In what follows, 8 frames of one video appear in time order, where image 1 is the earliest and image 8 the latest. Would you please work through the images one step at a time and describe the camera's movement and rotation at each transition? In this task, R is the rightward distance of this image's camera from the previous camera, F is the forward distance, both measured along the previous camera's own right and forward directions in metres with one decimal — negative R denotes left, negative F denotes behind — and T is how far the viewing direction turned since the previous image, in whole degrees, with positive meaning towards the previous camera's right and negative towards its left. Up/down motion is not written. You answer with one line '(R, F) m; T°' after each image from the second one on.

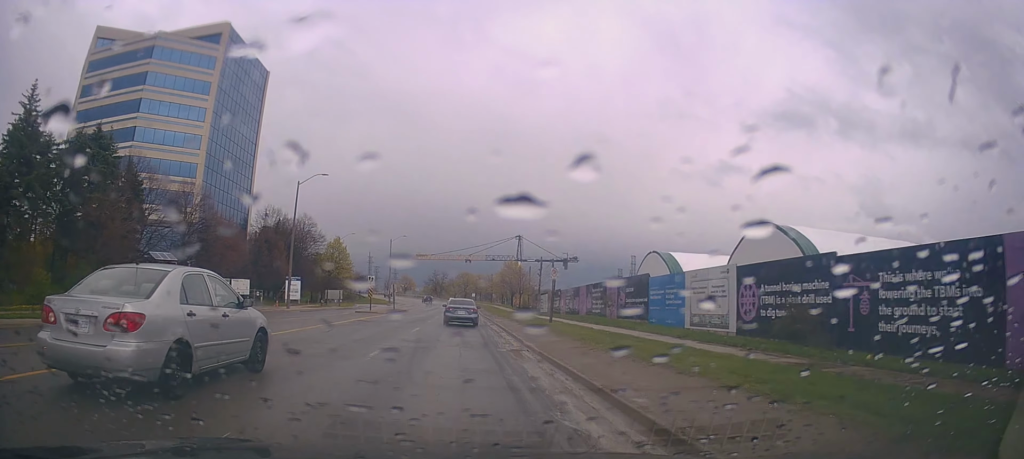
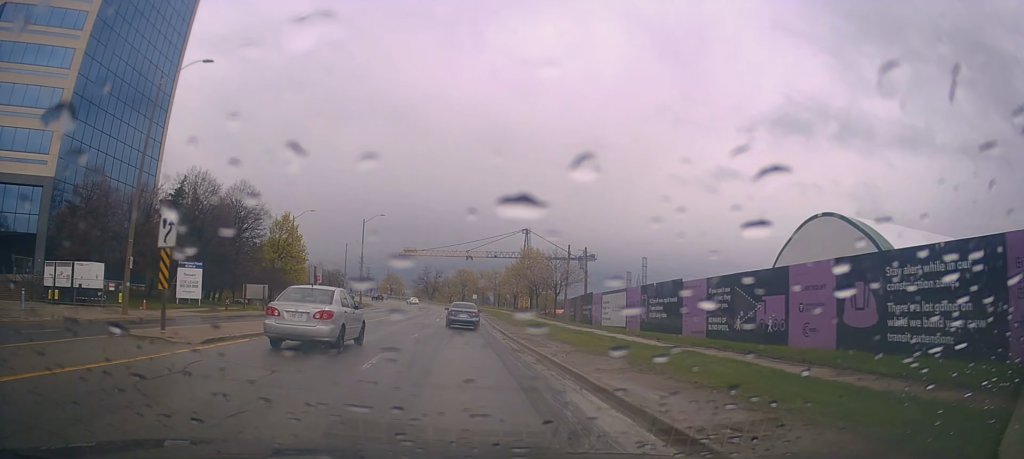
(-0.2, +30.8) m; 0°
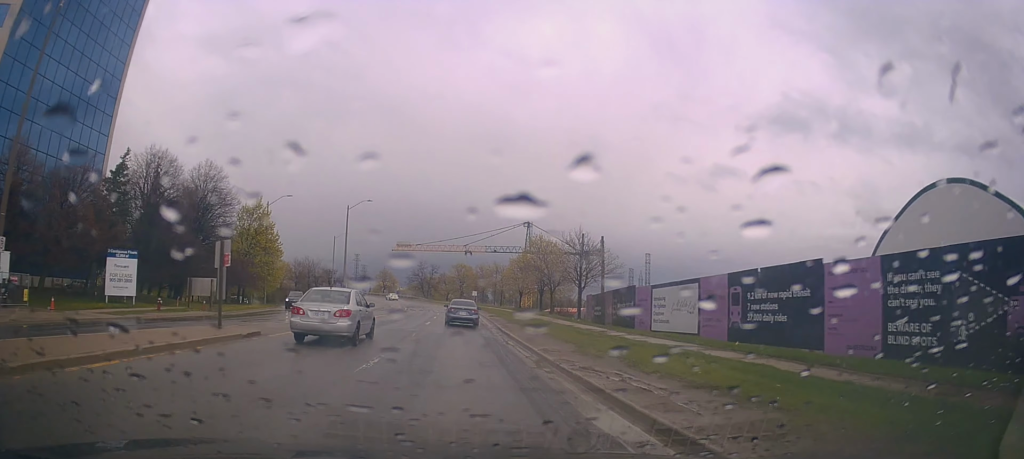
(+0.1, +10.3) m; 0°
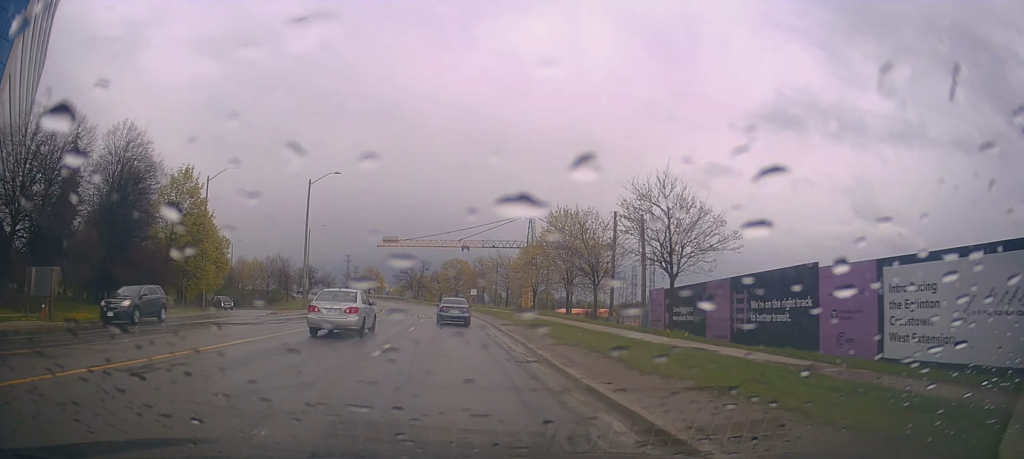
(+0.1, +17.1) m; 0°
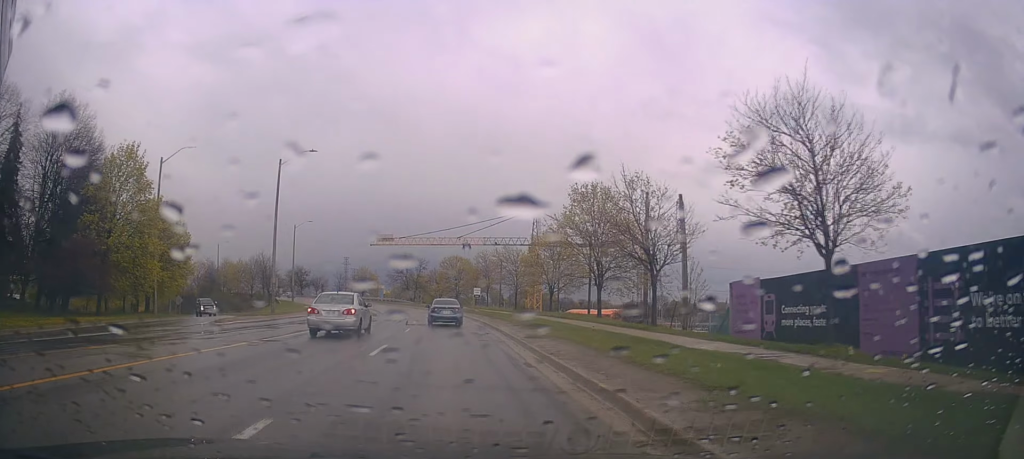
(0.0, +9.6) m; 0°
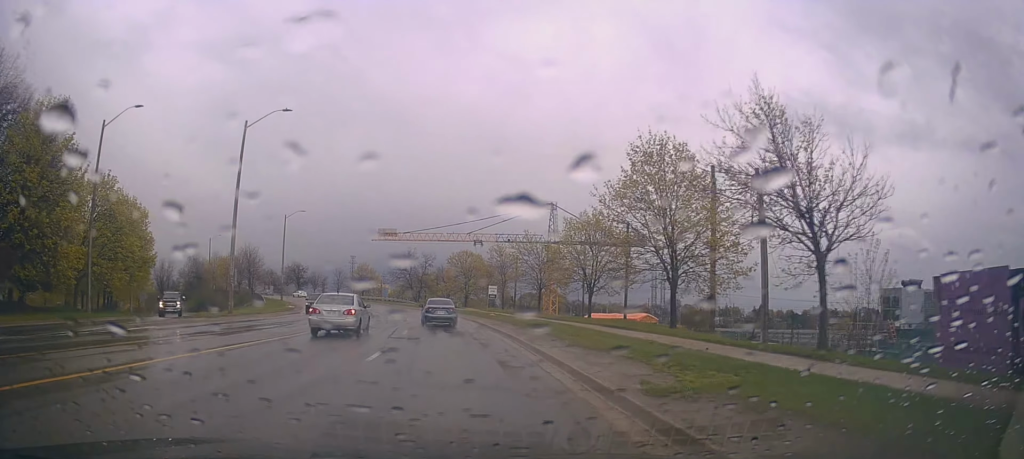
(-0.1, +10.7) m; 0°
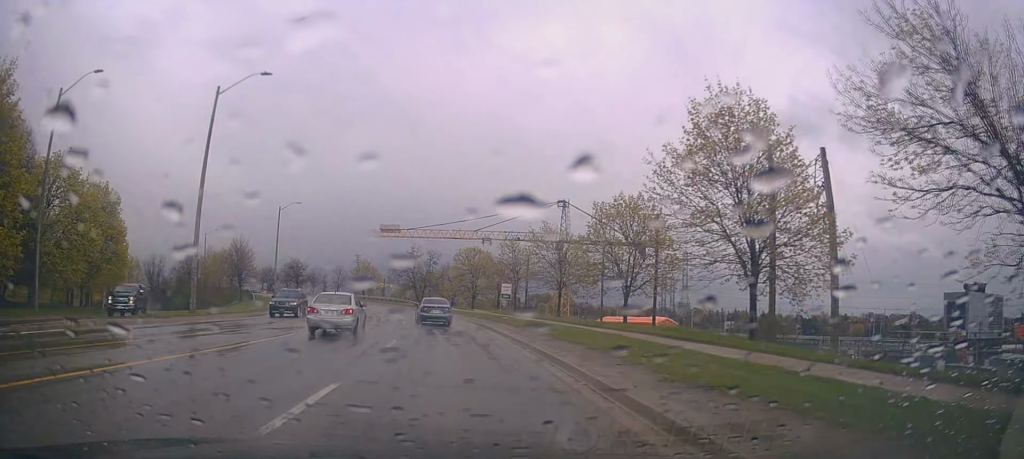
(0.0, +6.6) m; -1°
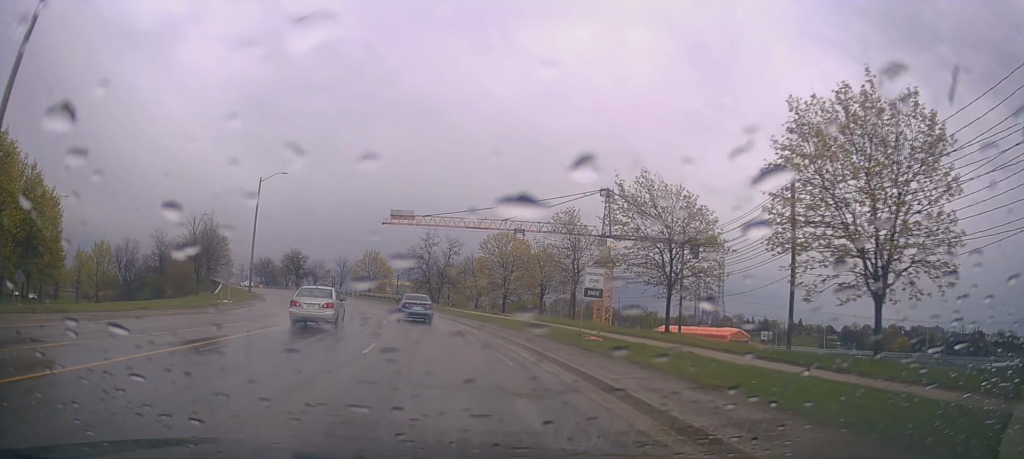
(-0.3, +17.9) m; -3°
